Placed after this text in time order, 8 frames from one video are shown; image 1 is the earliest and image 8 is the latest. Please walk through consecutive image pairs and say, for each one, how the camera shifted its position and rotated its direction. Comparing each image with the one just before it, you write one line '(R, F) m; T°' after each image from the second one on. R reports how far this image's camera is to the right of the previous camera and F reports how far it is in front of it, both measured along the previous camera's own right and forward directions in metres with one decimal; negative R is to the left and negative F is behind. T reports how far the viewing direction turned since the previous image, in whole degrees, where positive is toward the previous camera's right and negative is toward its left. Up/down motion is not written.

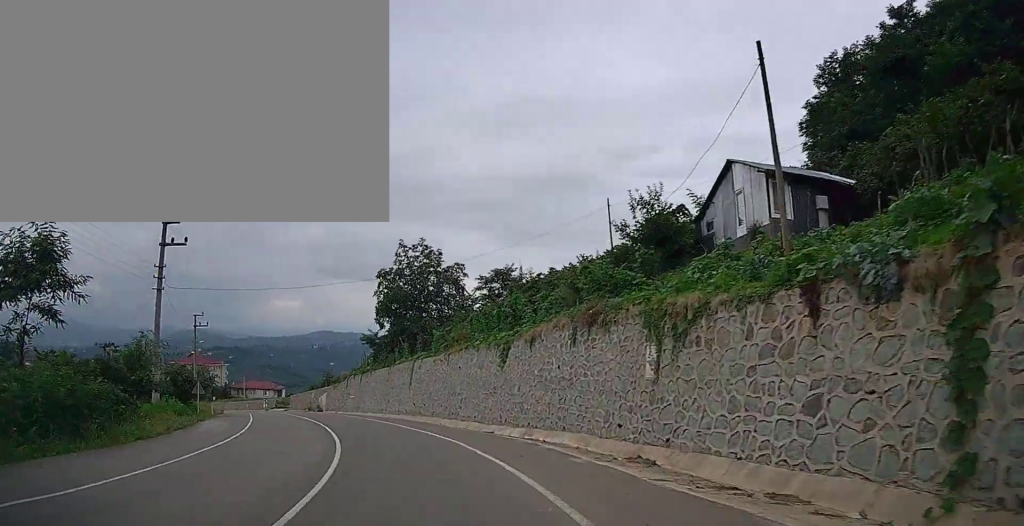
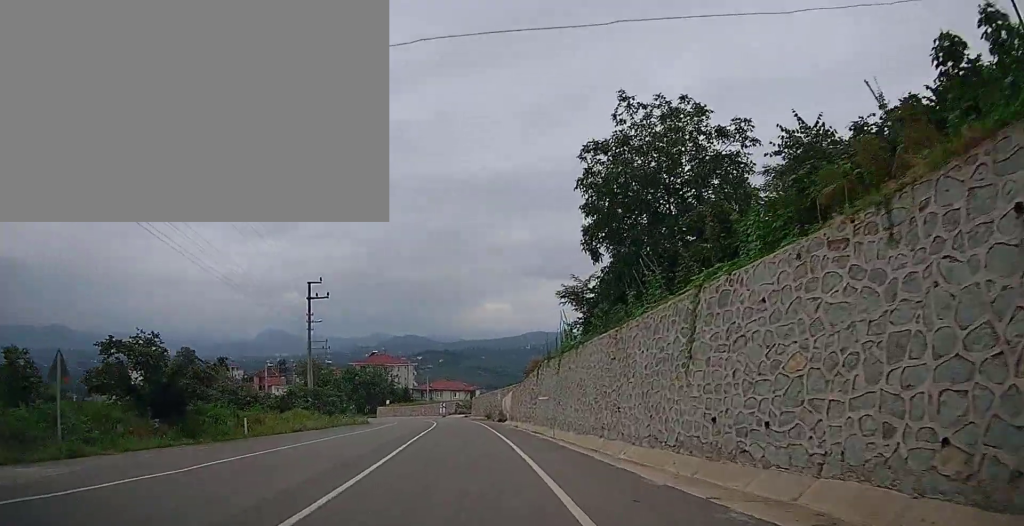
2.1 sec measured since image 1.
(-5.2, +23.8) m; -20°
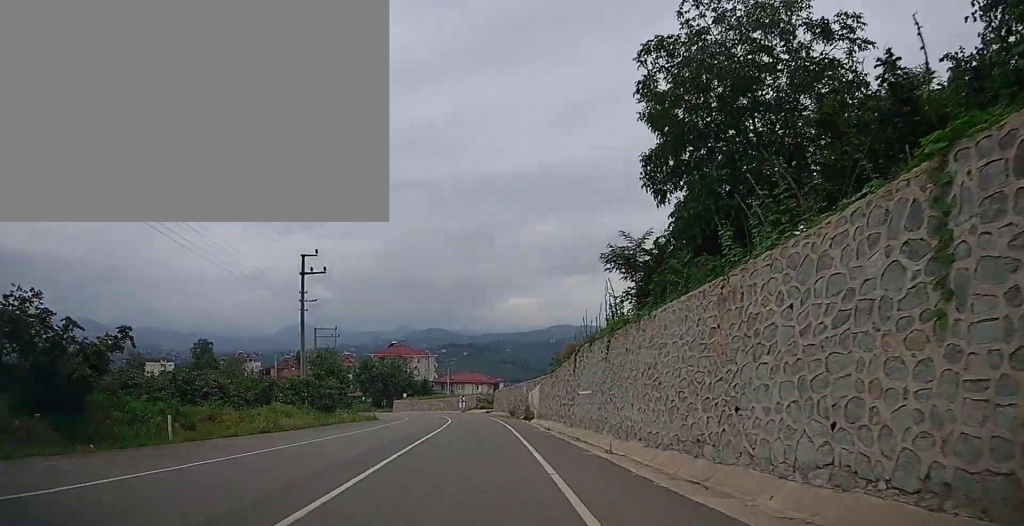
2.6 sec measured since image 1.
(-0.1, +7.0) m; -3°
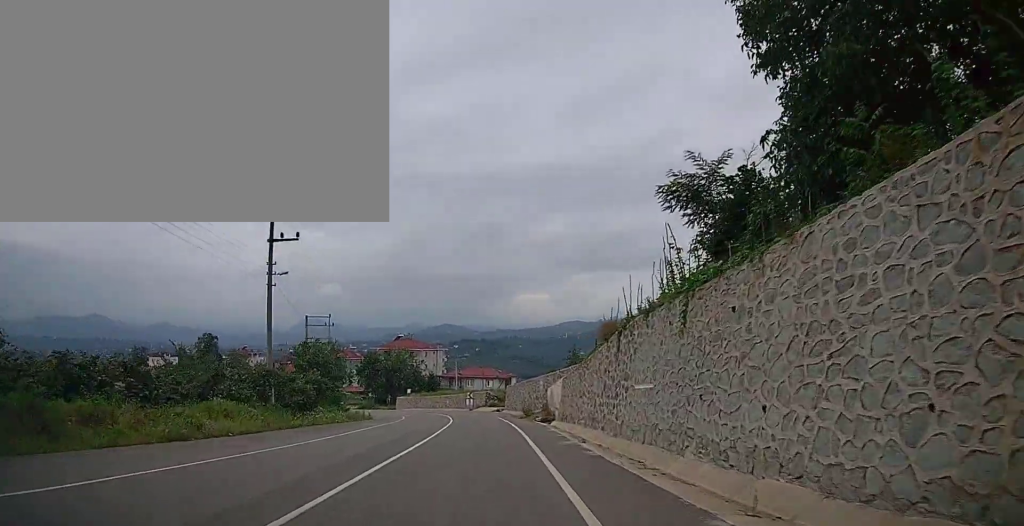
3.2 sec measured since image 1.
(-0.4, +7.6) m; -2°
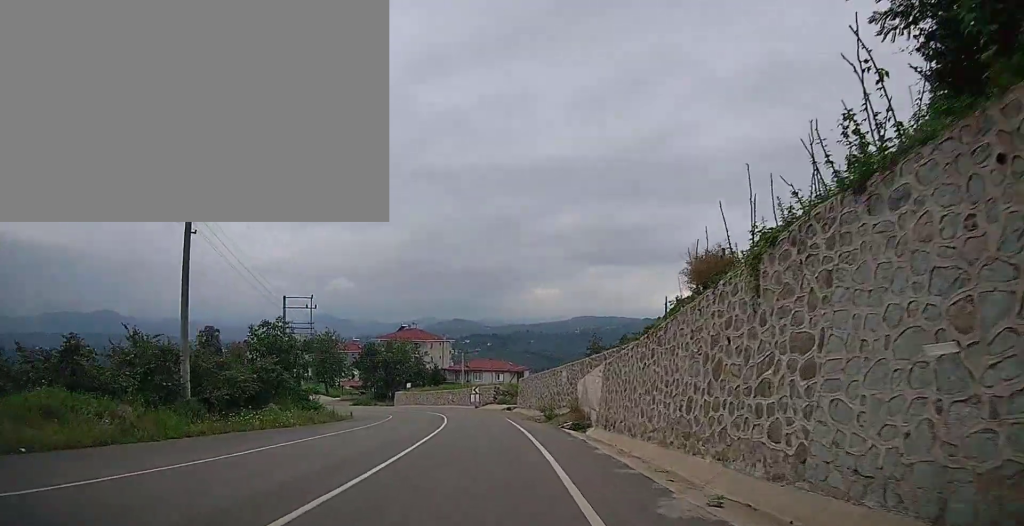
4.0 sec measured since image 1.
(-0.2, +9.9) m; -1°
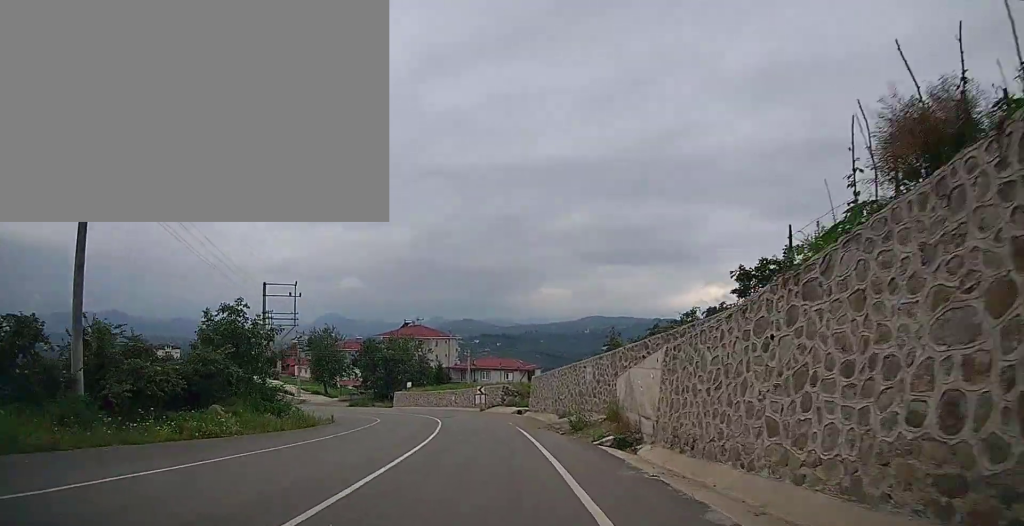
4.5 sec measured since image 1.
(+0.1, +6.5) m; 0°
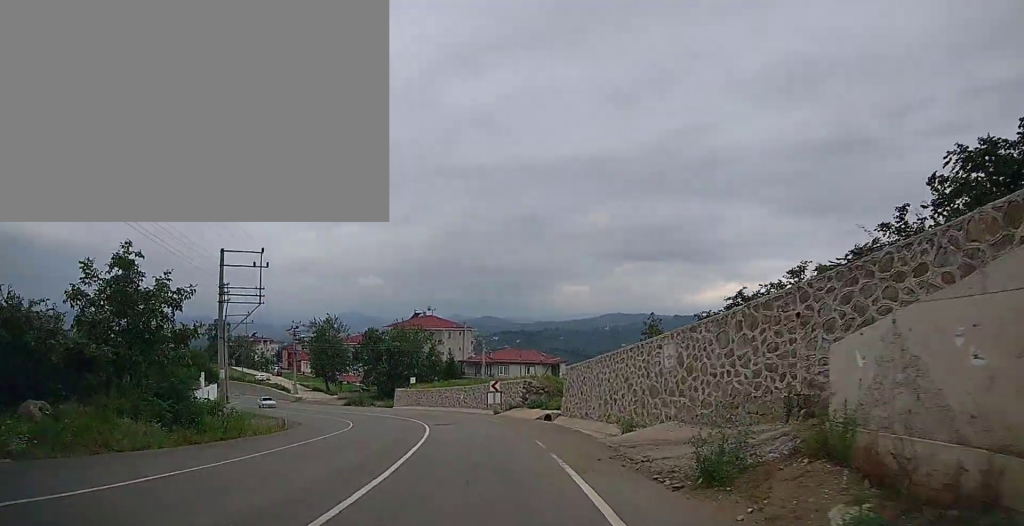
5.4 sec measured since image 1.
(-0.2, +11.6) m; -2°
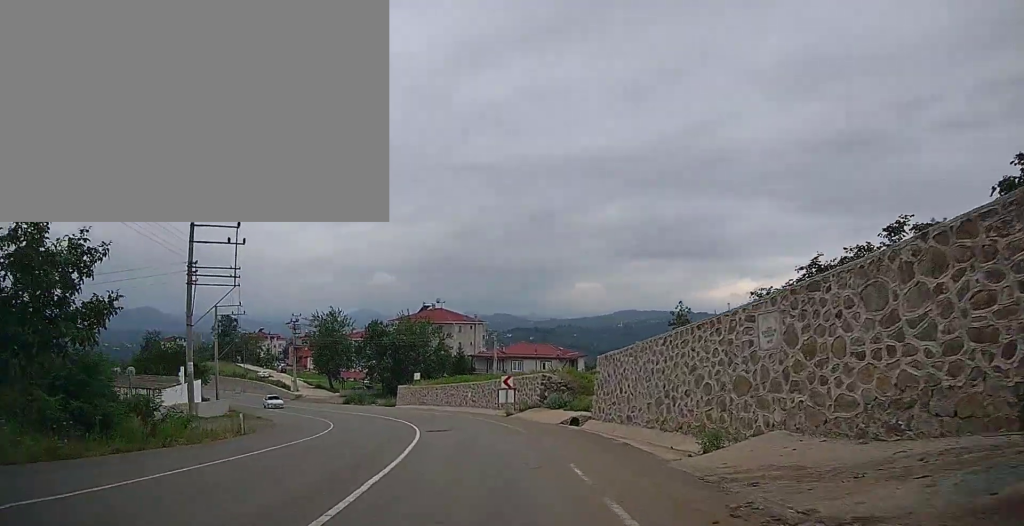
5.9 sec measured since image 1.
(-0.1, +5.9) m; -2°
